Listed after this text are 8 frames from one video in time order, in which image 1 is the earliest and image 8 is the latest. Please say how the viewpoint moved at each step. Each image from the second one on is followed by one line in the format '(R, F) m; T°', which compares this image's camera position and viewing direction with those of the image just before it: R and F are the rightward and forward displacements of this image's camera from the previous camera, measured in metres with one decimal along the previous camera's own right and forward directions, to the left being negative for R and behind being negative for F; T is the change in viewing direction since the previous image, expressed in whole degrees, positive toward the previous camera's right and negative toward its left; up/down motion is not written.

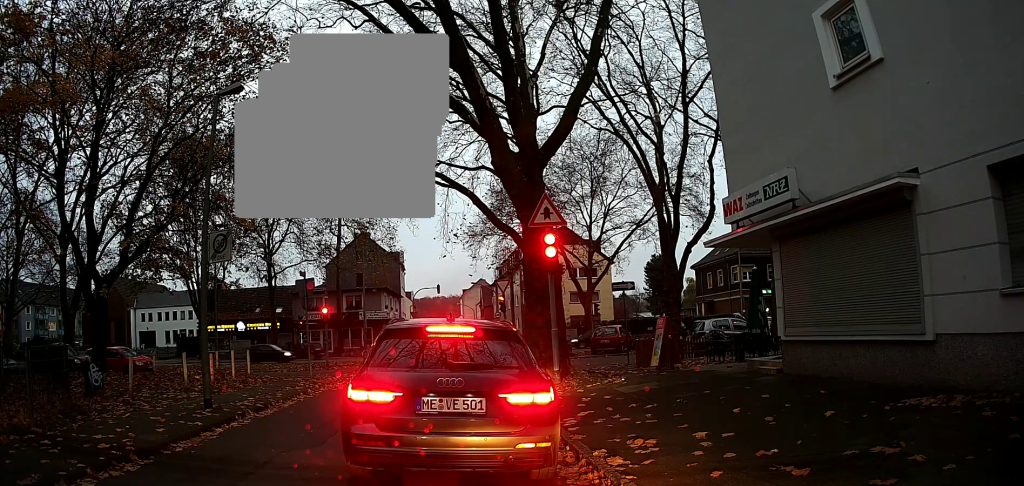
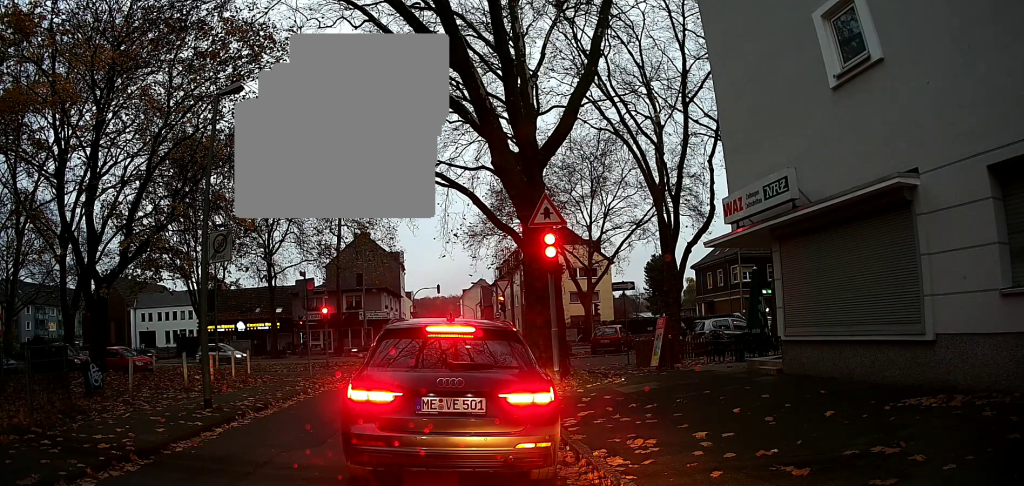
(0.0, 0.0) m; 0°
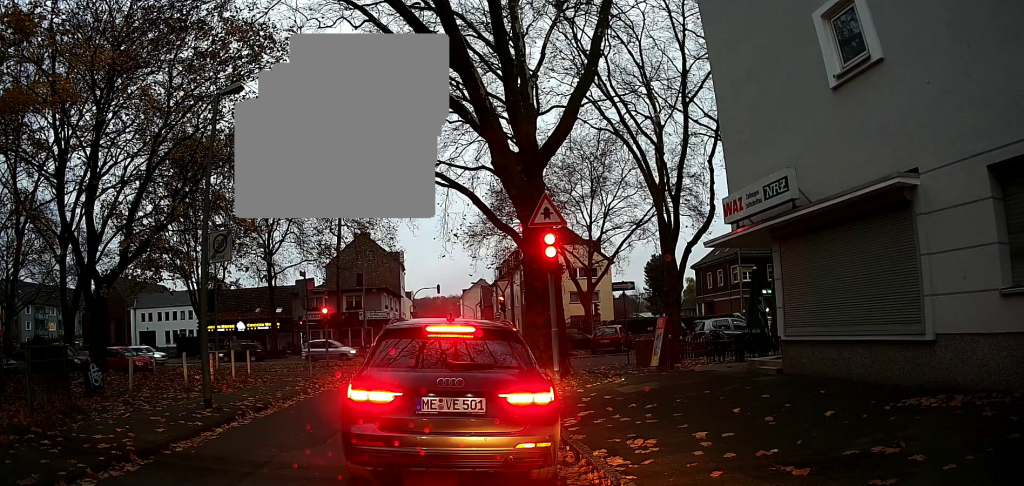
(0.0, 0.0) m; 0°
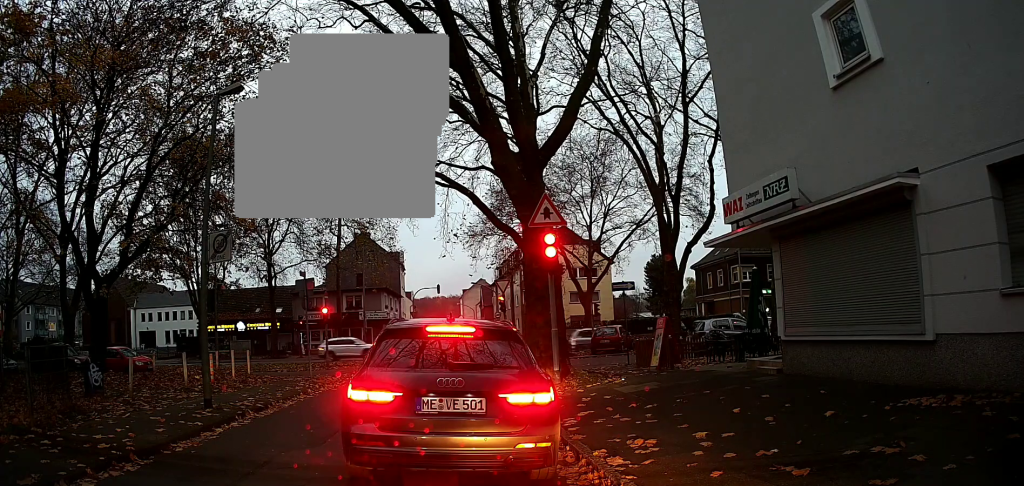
(0.0, 0.0) m; 0°
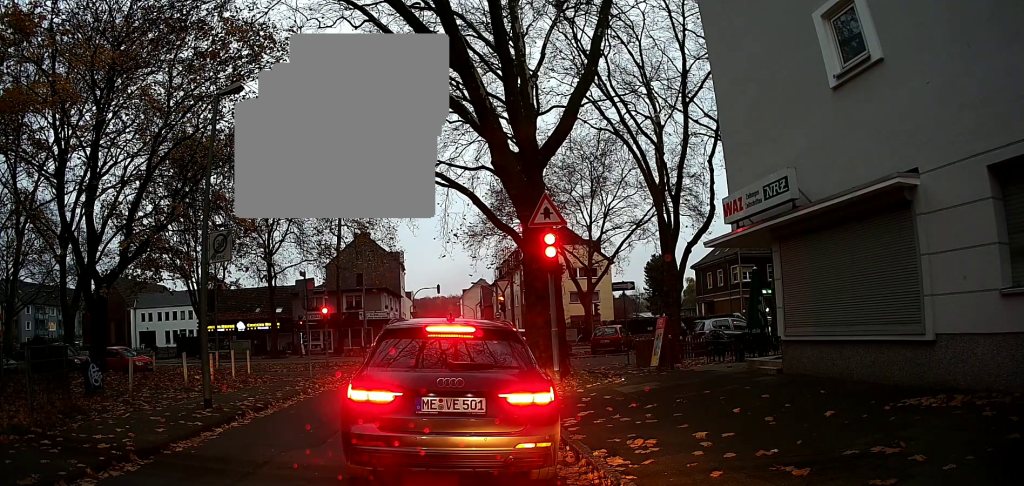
(0.0, 0.0) m; 0°
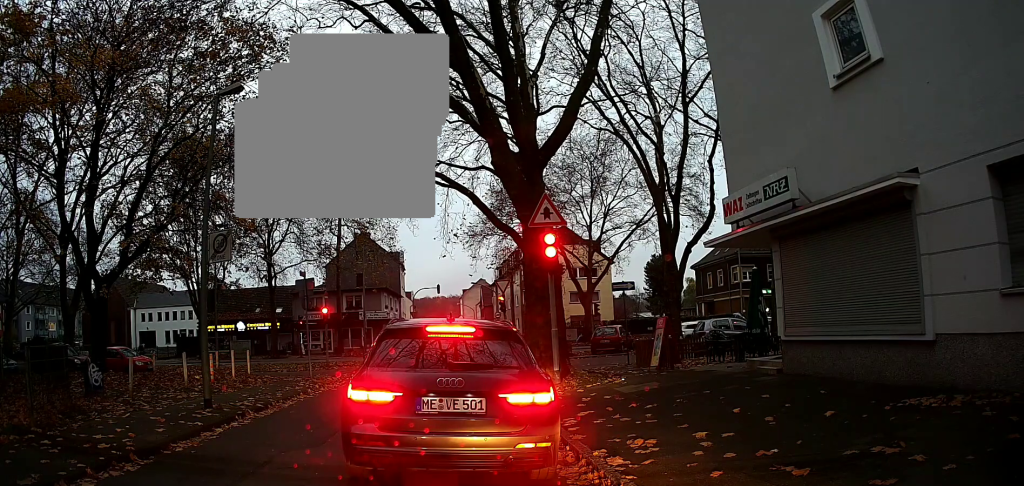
(0.0, 0.0) m; 0°
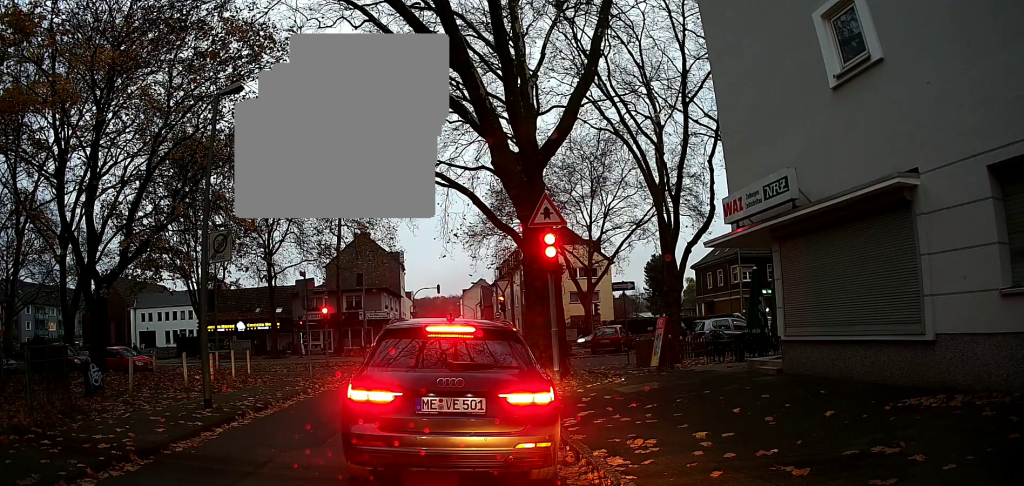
(0.0, 0.0) m; 0°
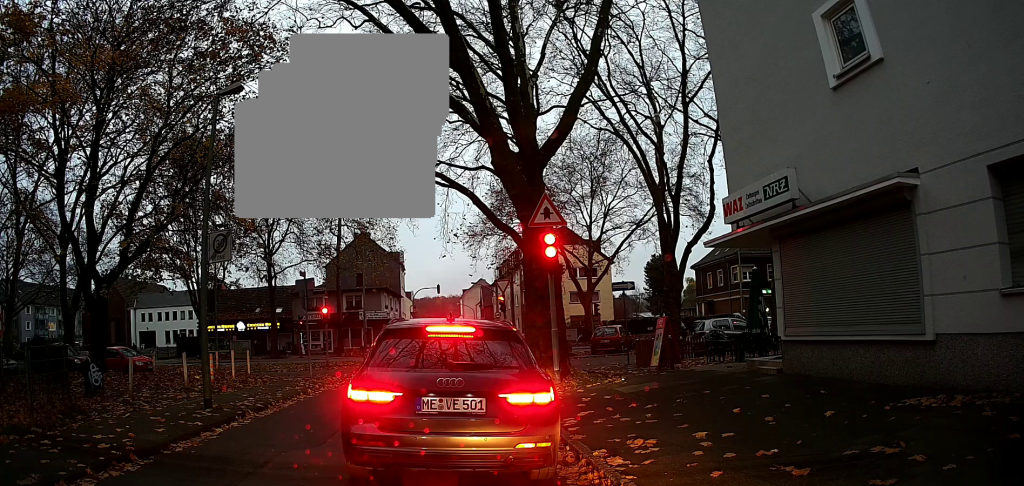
(0.0, 0.0) m; 0°
